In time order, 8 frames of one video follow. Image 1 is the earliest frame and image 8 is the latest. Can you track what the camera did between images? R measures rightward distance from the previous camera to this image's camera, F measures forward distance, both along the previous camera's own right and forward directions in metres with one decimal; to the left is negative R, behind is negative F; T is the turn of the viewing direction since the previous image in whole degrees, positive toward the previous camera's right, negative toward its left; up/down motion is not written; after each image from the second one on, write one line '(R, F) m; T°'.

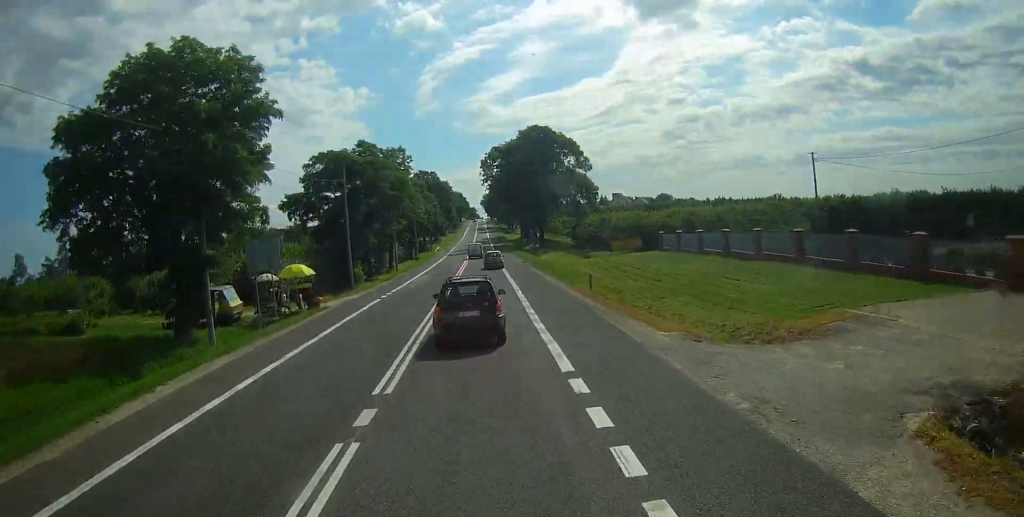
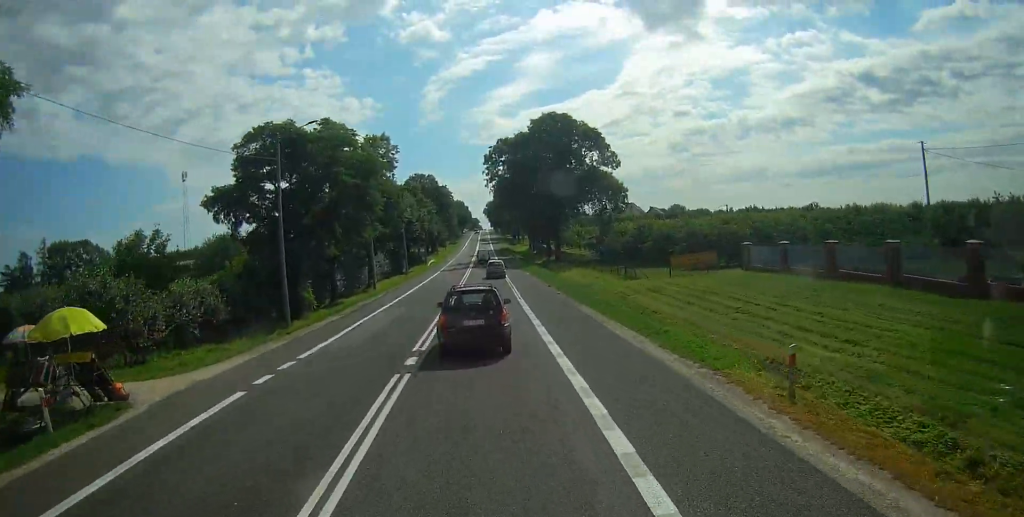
(0.0, +20.6) m; 0°
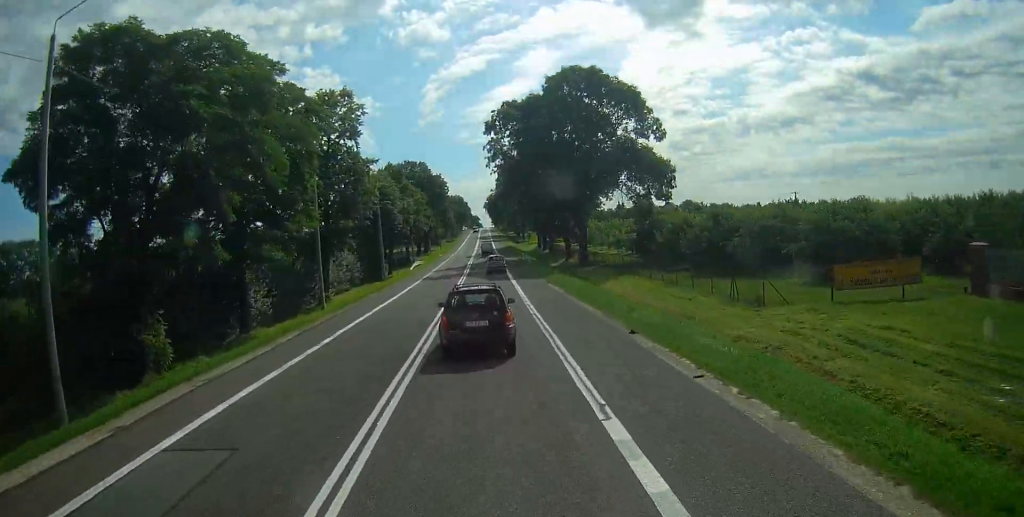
(+0.1, +23.1) m; +1°
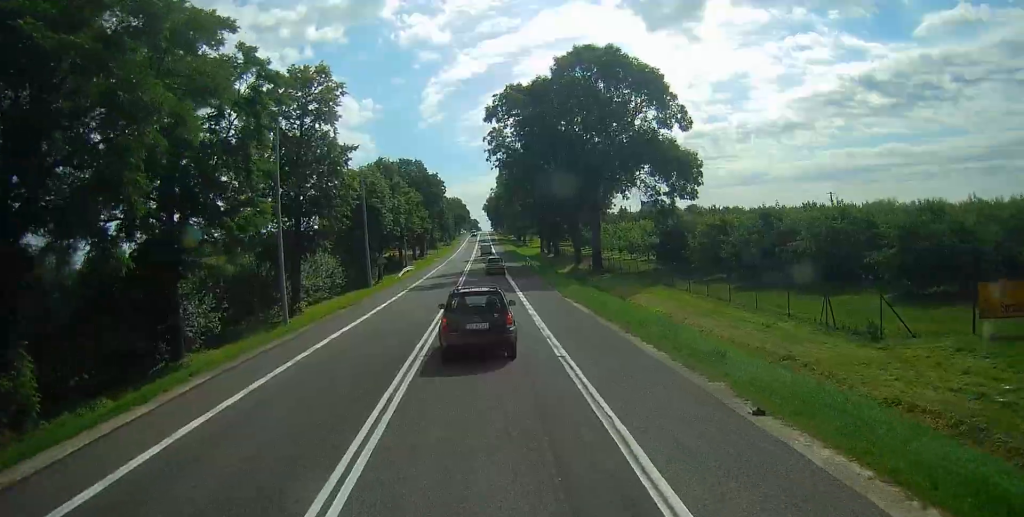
(0.0, +8.9) m; 0°
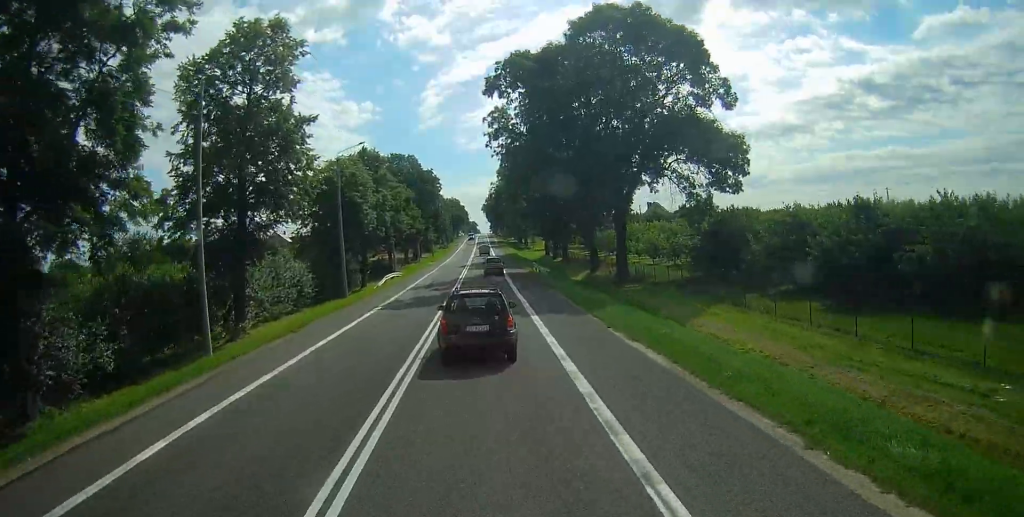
(0.0, +11.4) m; 0°
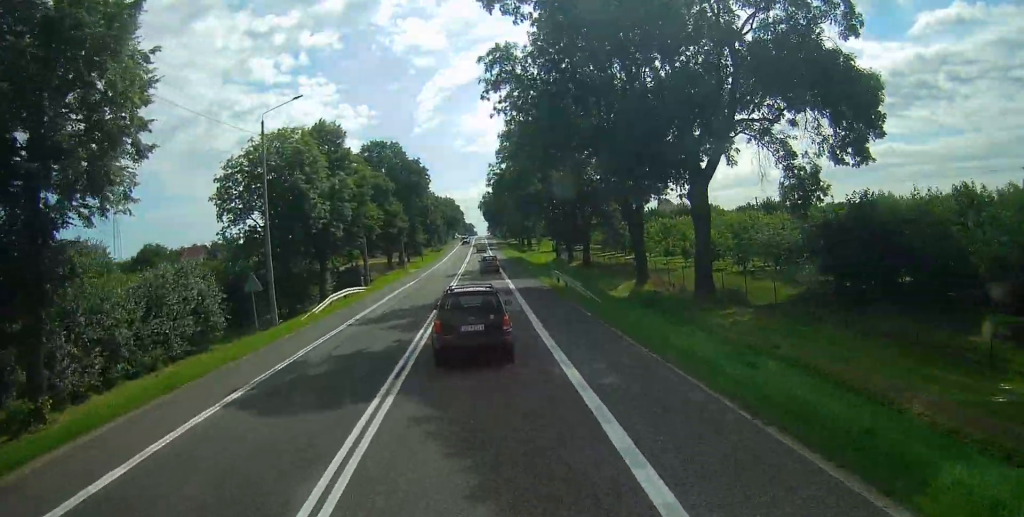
(0.0, +19.2) m; 0°
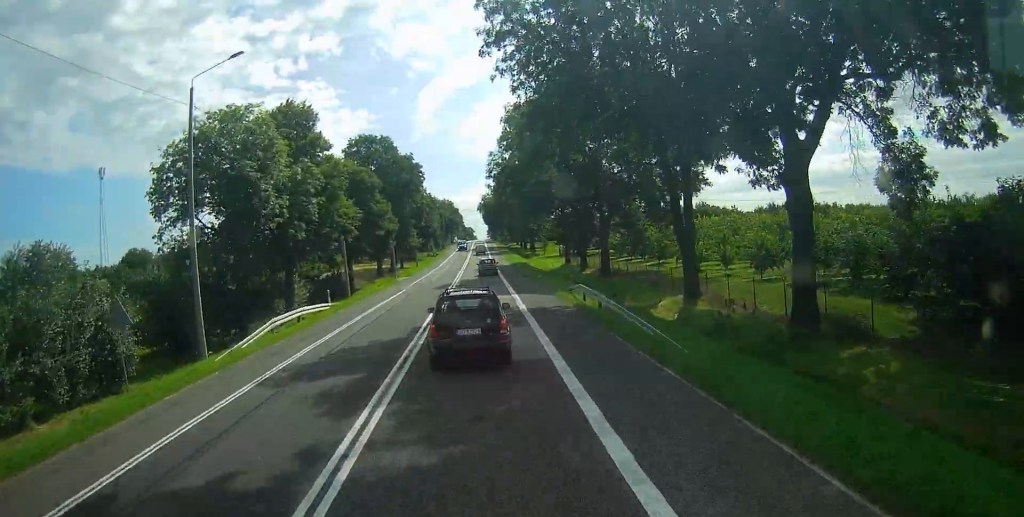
(0.0, +10.3) m; 0°
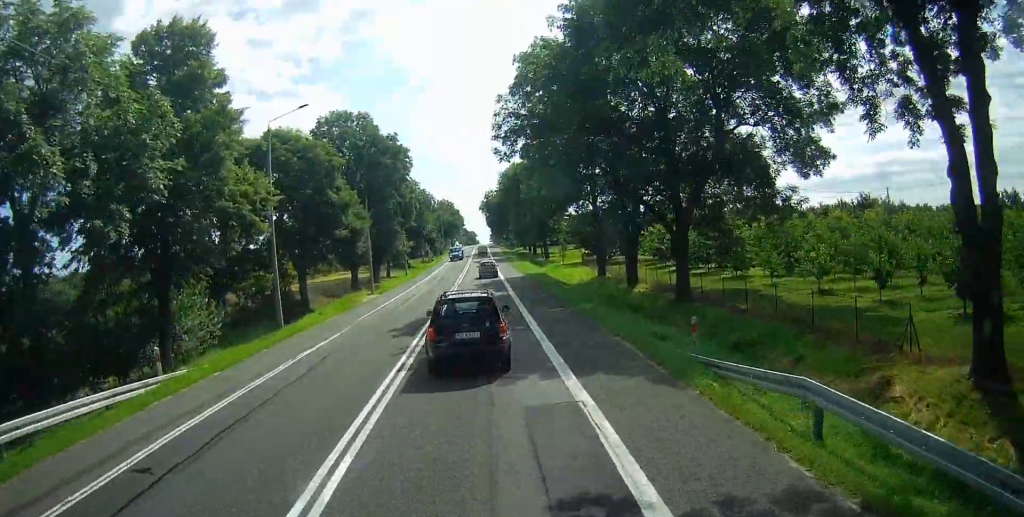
(0.0, +20.9) m; 0°
